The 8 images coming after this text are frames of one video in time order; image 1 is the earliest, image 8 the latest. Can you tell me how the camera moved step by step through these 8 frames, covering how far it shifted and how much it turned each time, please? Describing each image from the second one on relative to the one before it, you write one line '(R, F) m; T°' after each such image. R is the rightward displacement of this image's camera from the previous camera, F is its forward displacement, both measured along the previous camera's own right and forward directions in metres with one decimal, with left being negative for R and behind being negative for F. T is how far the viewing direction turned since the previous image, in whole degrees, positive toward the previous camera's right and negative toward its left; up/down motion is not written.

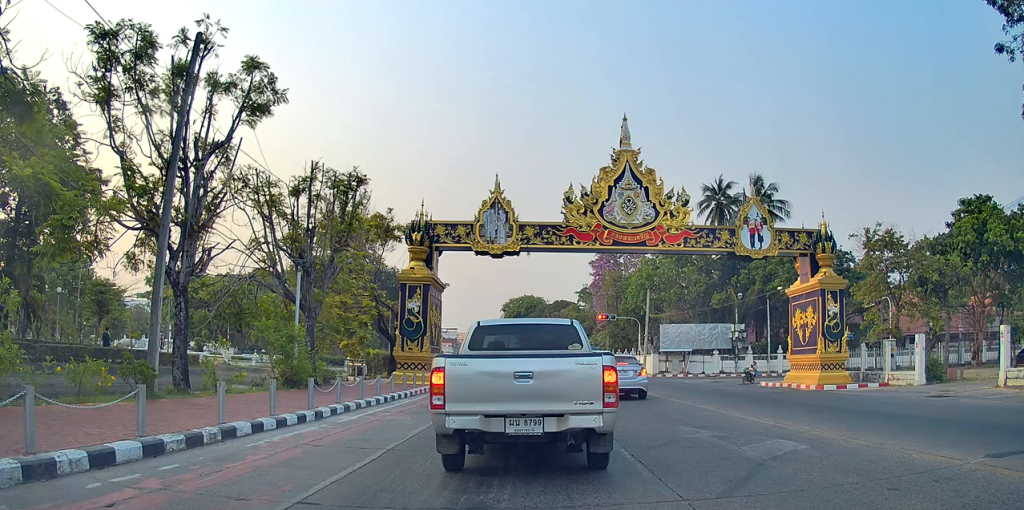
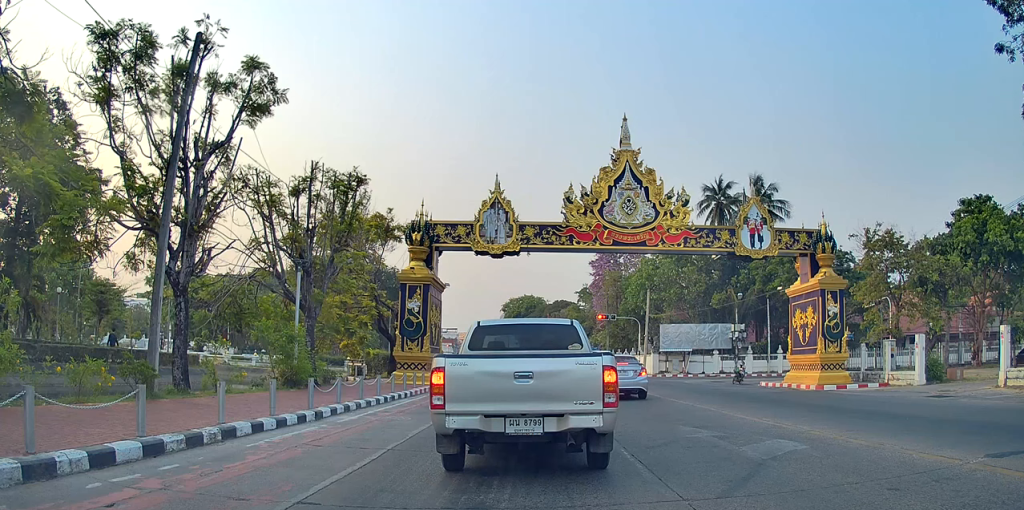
(0.0, +0.1) m; 0°
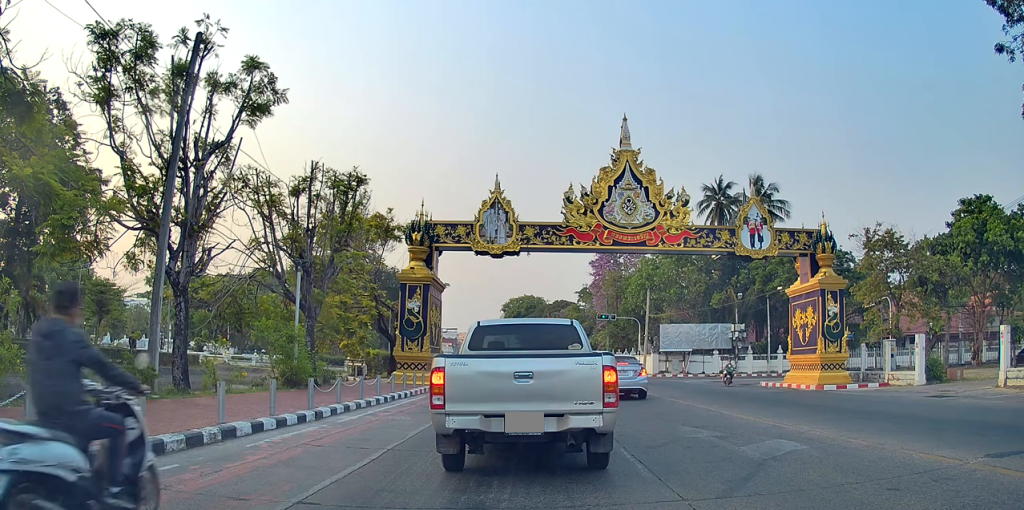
(+0.1, +0.5) m; 0°
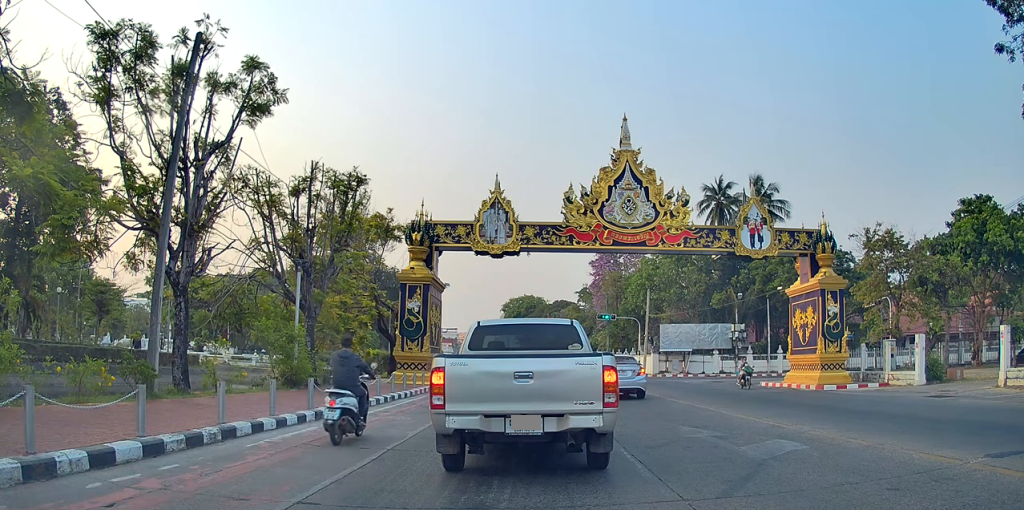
(0.0, +0.3) m; 0°
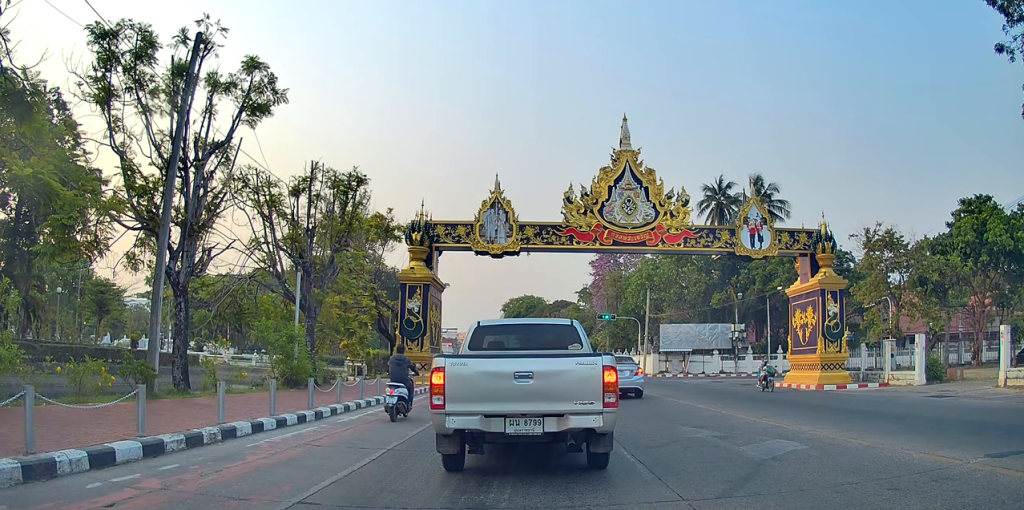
(0.0, +0.2) m; 0°
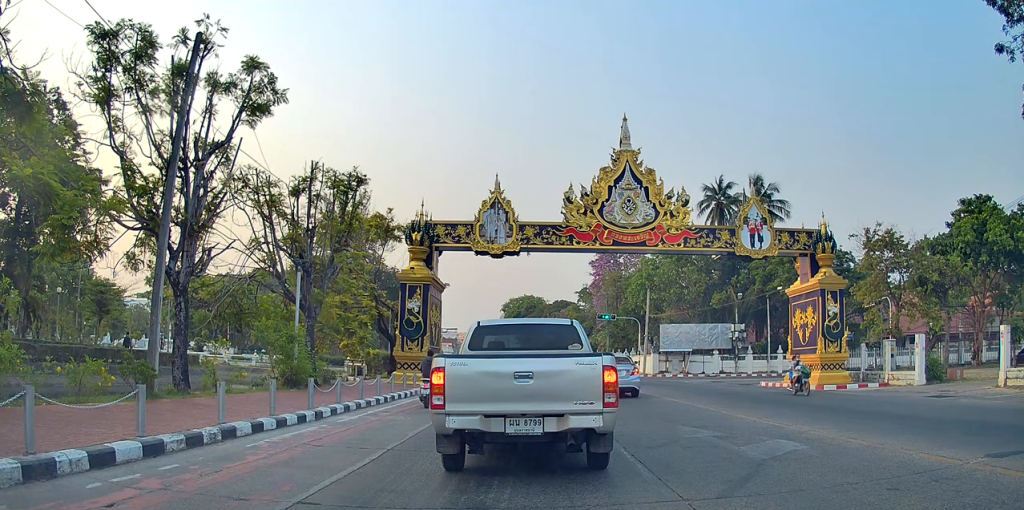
(0.0, +0.2) m; 0°
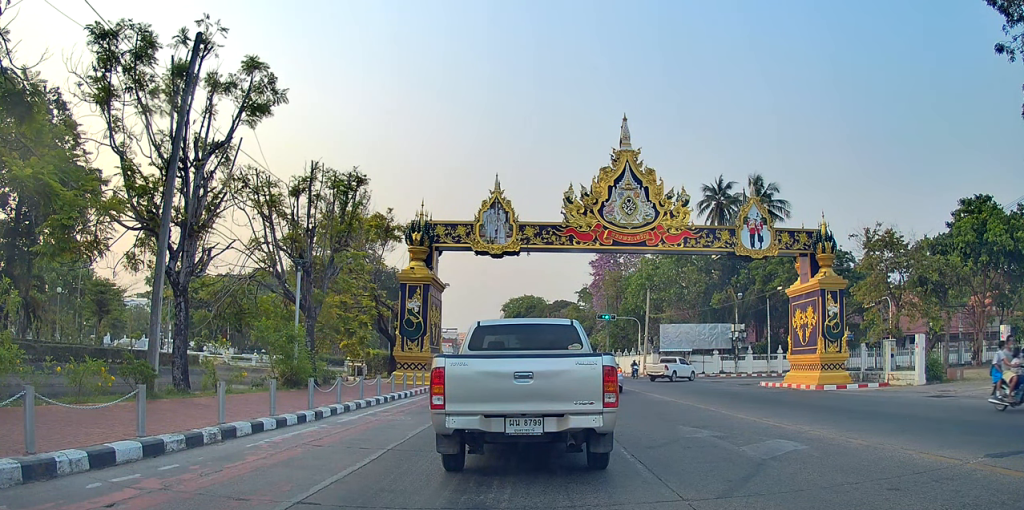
(0.0, +0.4) m; 0°
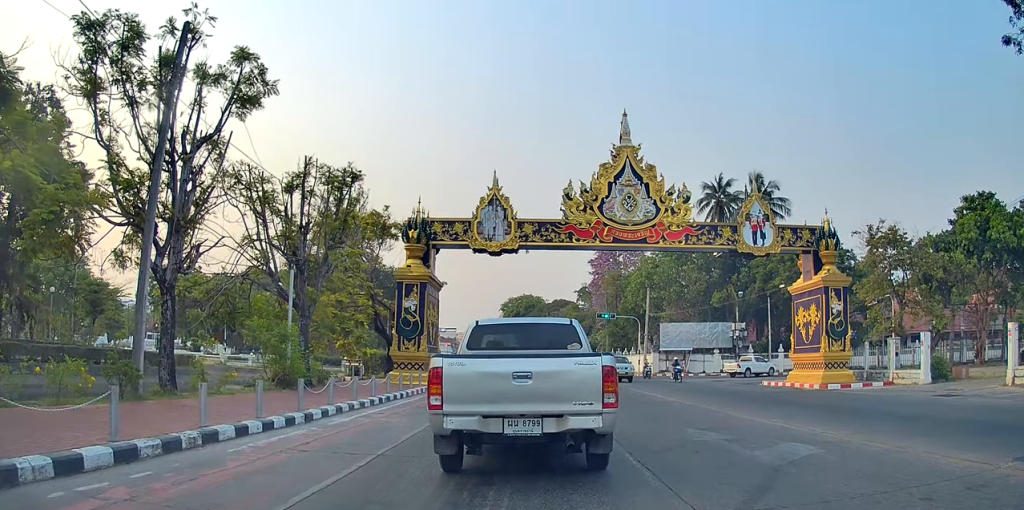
(0.0, +0.1) m; 0°
